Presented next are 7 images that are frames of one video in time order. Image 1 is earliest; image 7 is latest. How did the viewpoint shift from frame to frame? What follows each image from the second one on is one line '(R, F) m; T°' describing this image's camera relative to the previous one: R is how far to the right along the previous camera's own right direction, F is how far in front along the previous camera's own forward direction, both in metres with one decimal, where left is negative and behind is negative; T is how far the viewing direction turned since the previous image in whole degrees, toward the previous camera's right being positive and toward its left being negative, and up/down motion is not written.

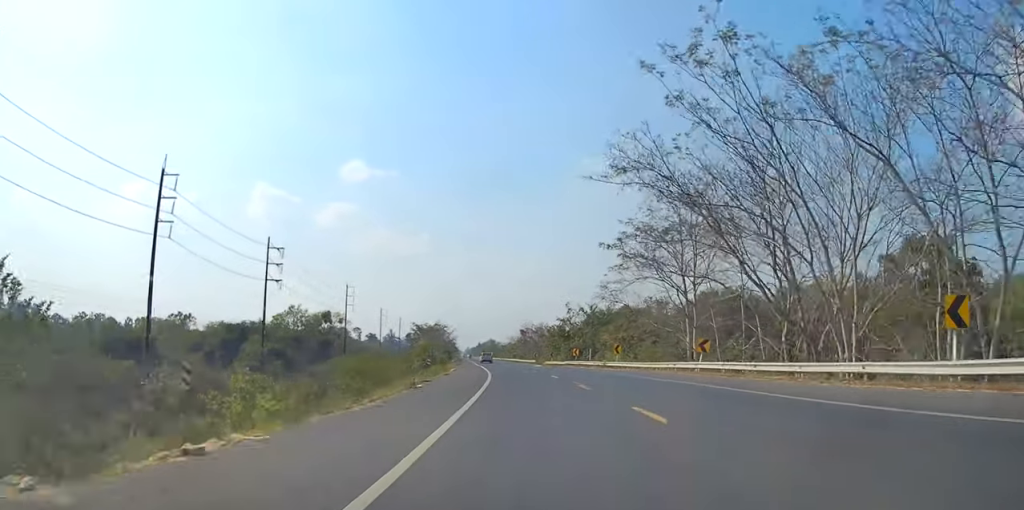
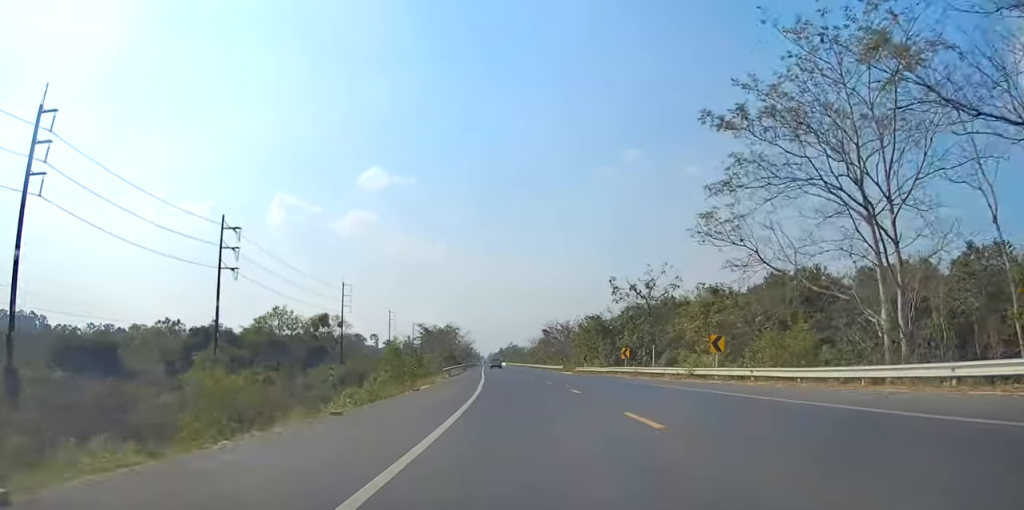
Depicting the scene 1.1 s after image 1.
(-0.4, +25.0) m; -1°
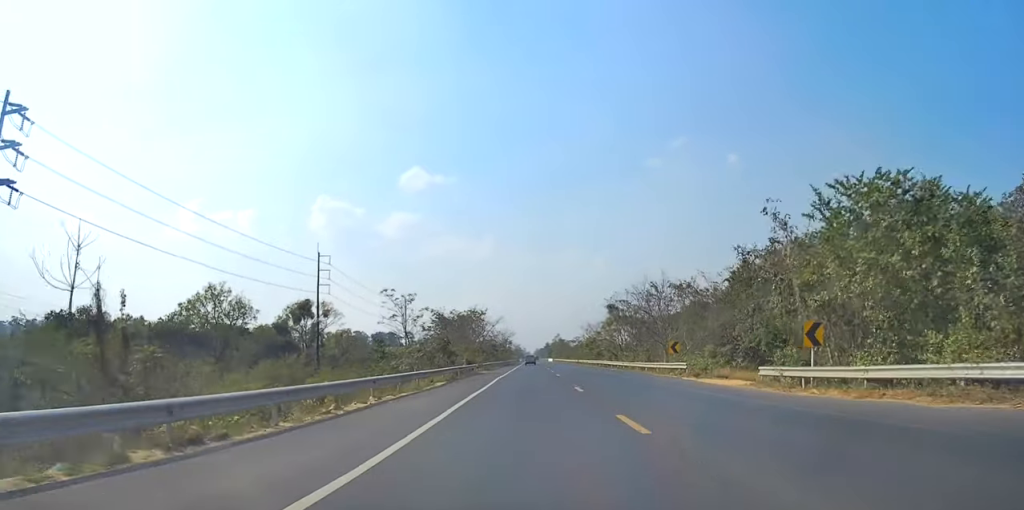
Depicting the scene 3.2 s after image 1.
(-1.0, +47.8) m; -3°
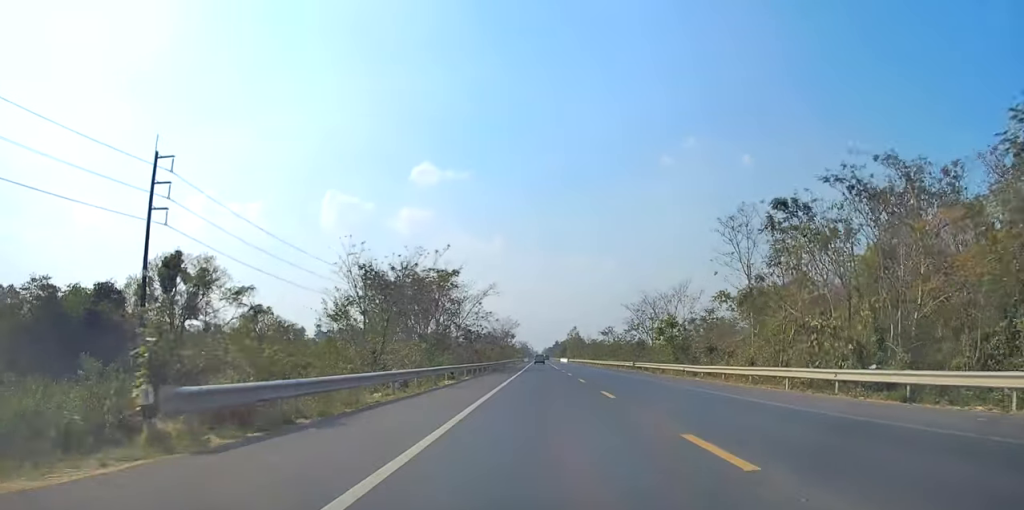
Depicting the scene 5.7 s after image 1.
(-1.3, +56.9) m; -3°
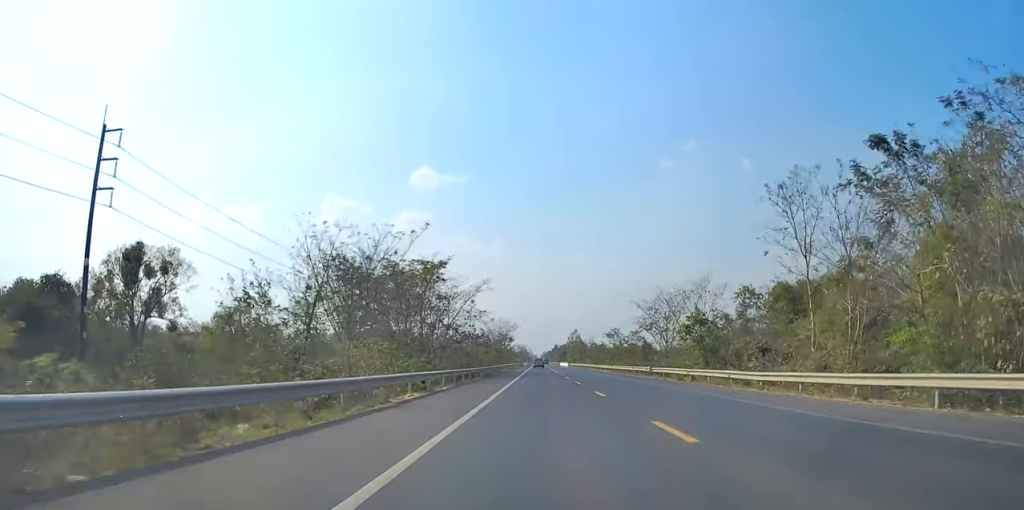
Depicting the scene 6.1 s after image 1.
(0.0, +9.7) m; 0°
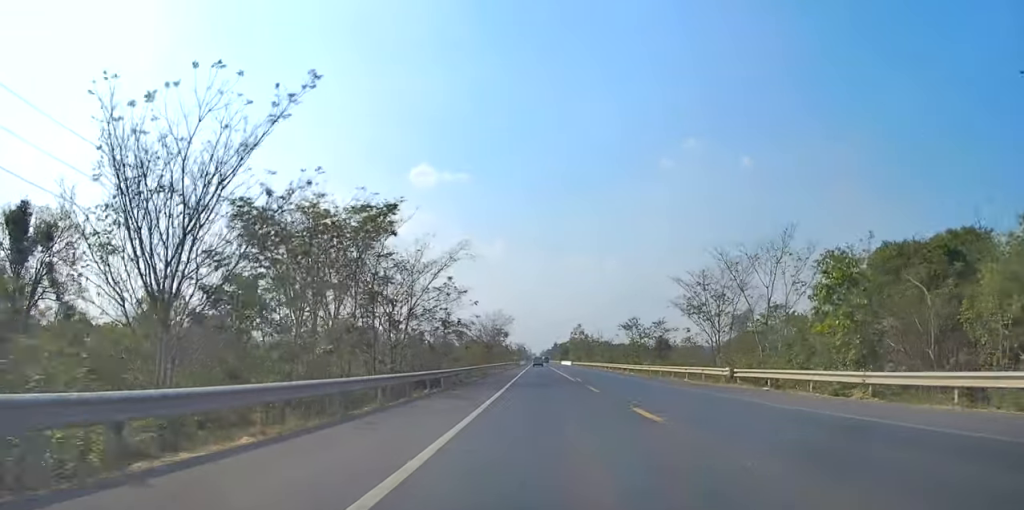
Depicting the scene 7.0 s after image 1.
(0.0, +20.6) m; 0°
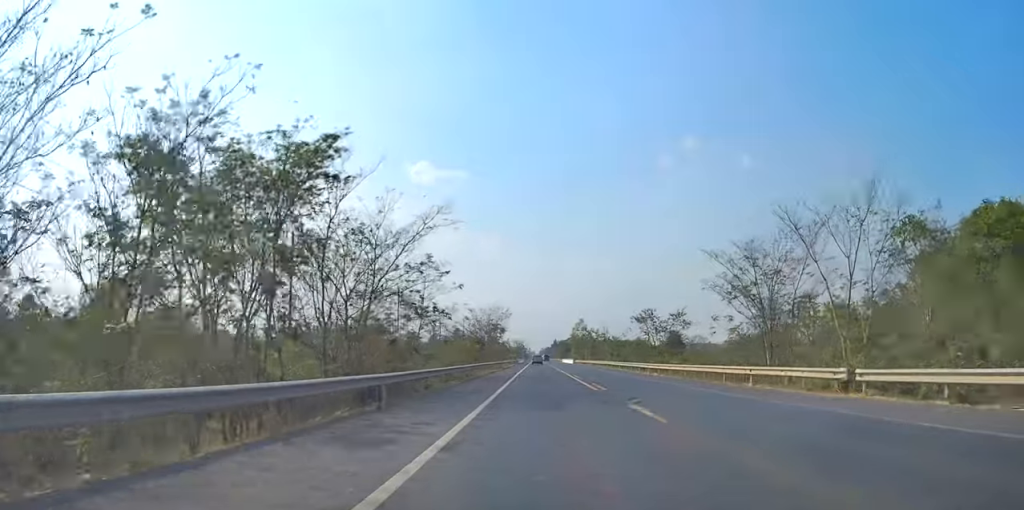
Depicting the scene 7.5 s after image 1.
(0.0, +11.8) m; 0°
